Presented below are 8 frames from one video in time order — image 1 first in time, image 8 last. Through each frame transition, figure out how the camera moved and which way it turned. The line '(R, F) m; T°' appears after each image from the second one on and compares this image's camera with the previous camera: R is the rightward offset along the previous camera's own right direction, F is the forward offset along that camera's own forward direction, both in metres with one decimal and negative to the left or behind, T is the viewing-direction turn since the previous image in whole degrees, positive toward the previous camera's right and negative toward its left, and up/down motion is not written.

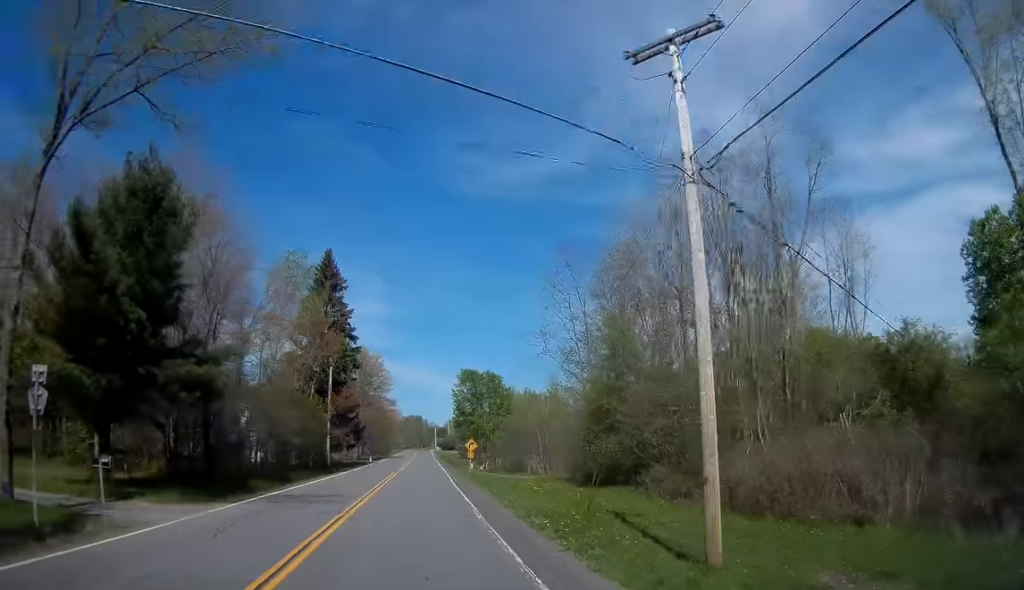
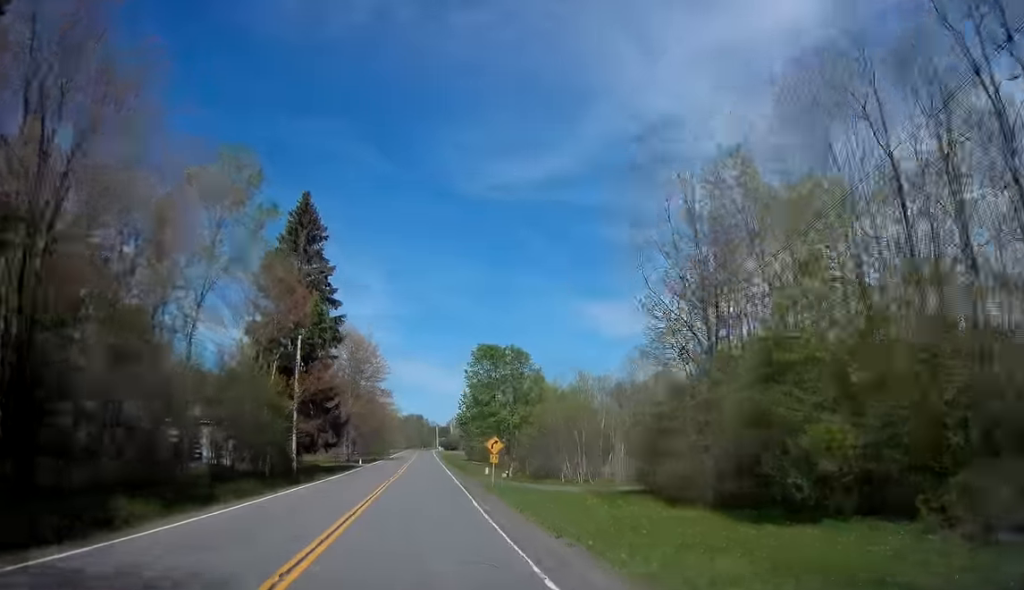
(+0.1, +15.3) m; -1°
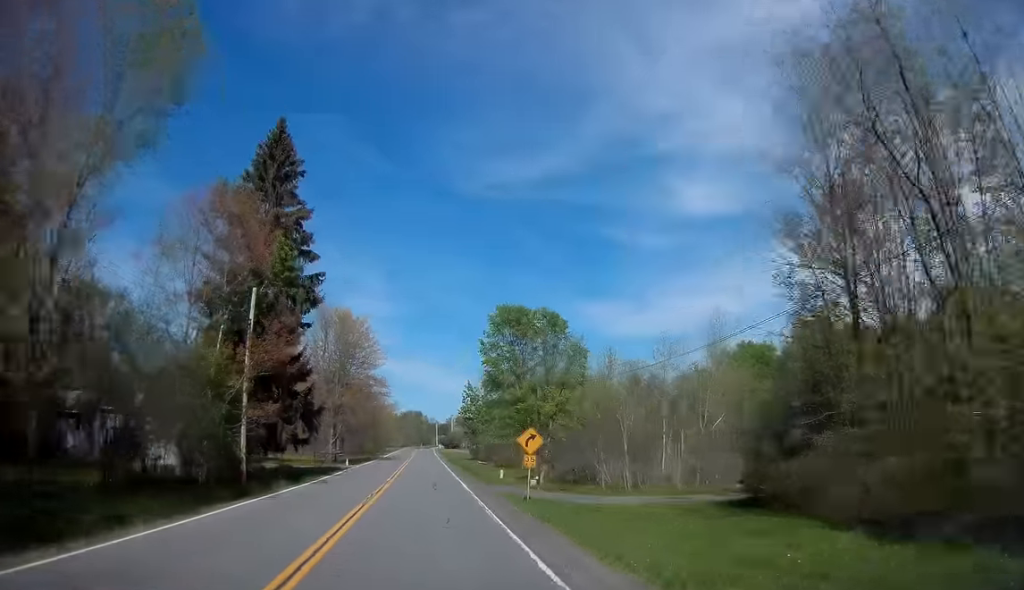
(-0.1, +11.6) m; 0°
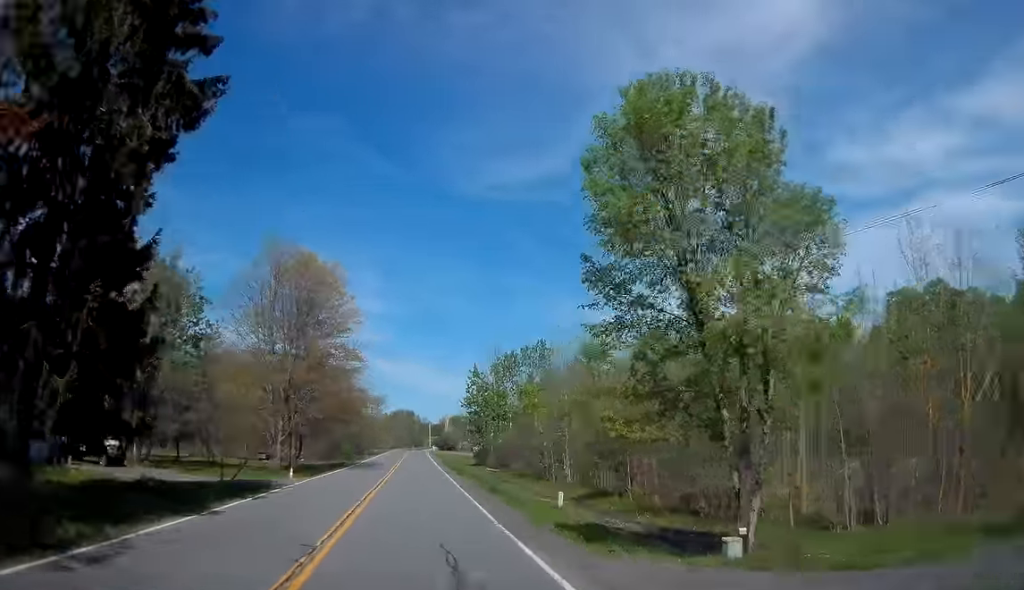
(-0.2, +22.0) m; 0°
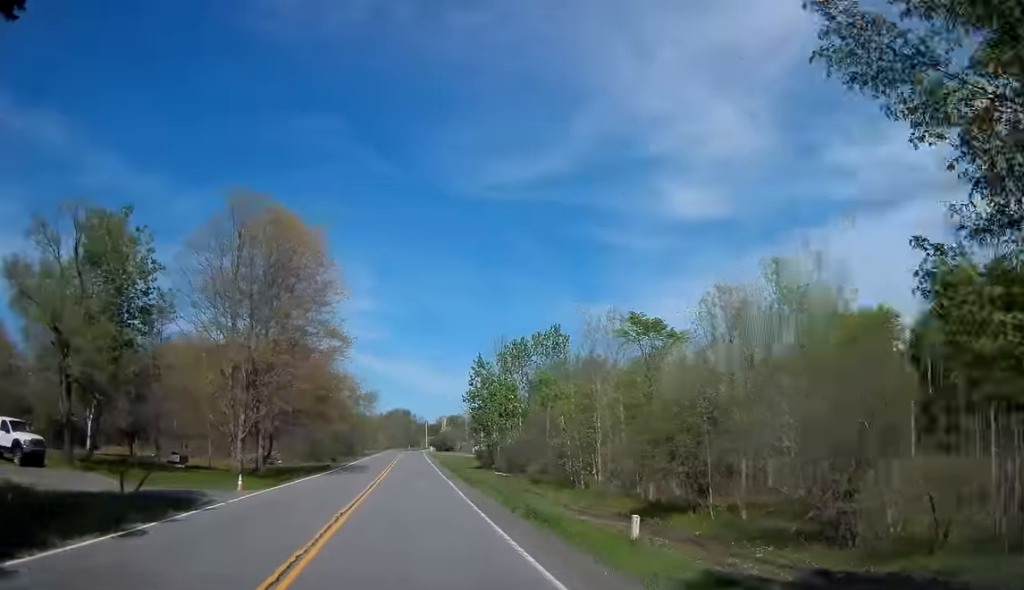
(0.0, +9.5) m; 0°
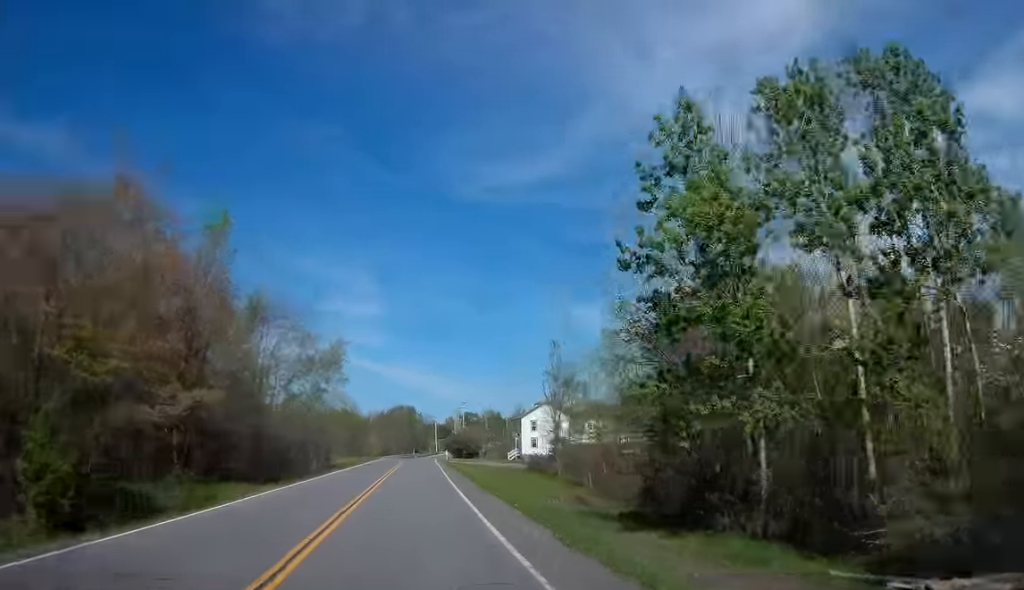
(+0.5, +52.7) m; +1°
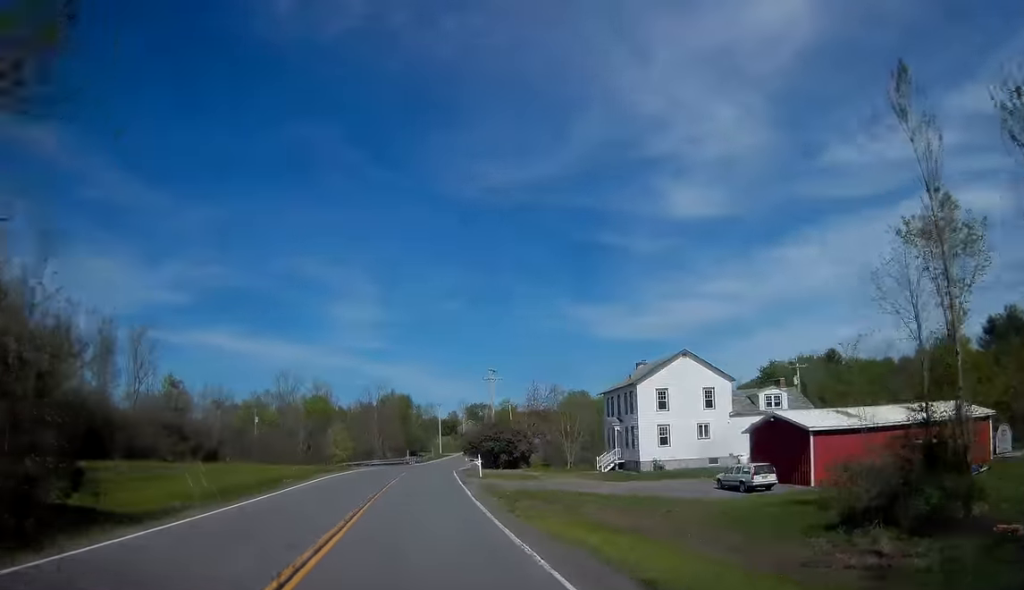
(-0.2, +54.5) m; 0°
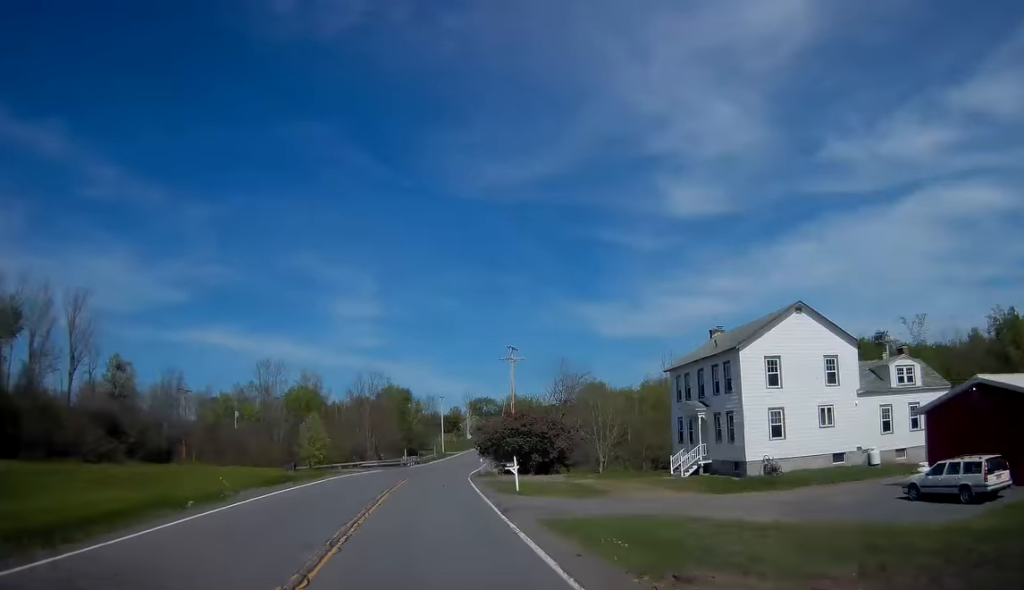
(+0.1, +16.2) m; 0°
